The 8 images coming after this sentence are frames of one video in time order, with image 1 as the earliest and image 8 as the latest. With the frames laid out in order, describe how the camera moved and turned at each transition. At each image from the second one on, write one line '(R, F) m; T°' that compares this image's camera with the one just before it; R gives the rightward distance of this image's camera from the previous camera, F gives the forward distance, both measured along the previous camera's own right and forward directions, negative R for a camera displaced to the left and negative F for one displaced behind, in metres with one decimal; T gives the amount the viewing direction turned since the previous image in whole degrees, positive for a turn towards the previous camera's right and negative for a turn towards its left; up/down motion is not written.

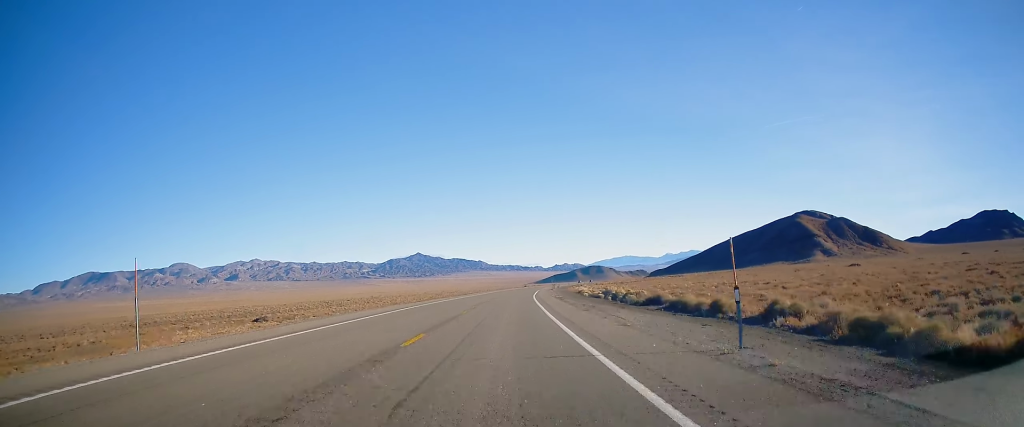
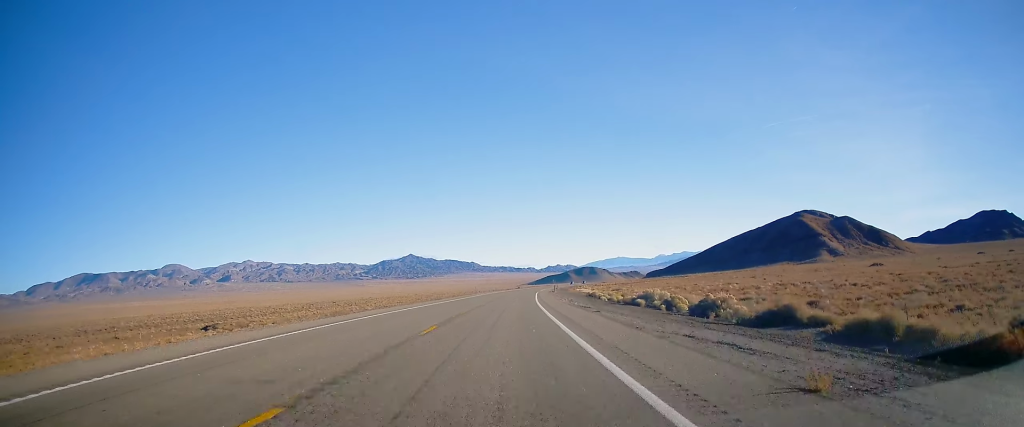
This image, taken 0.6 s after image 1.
(-0.1, +21.6) m; +1°
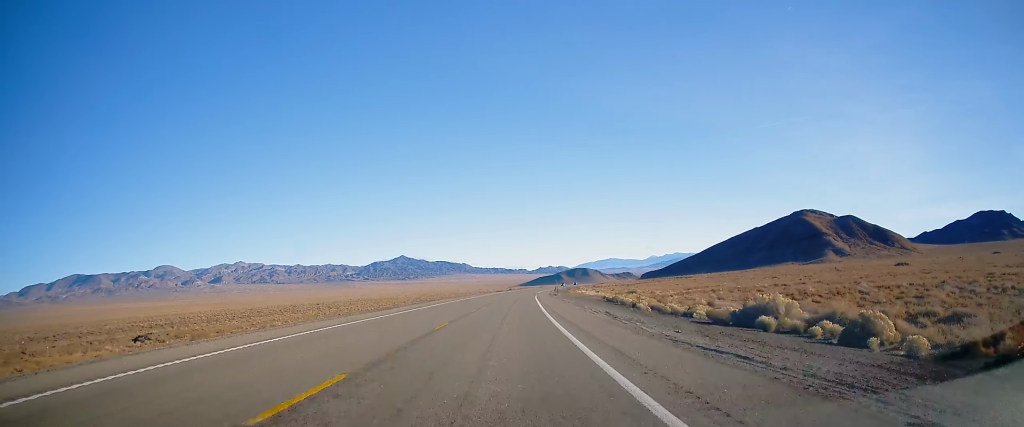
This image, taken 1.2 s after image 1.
(+0.4, +21.6) m; +1°
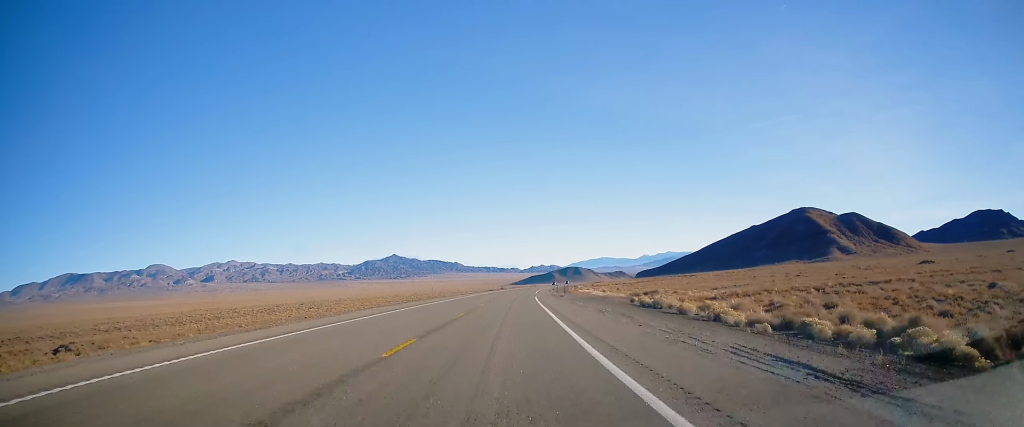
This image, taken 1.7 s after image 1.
(+0.2, +19.1) m; +1°
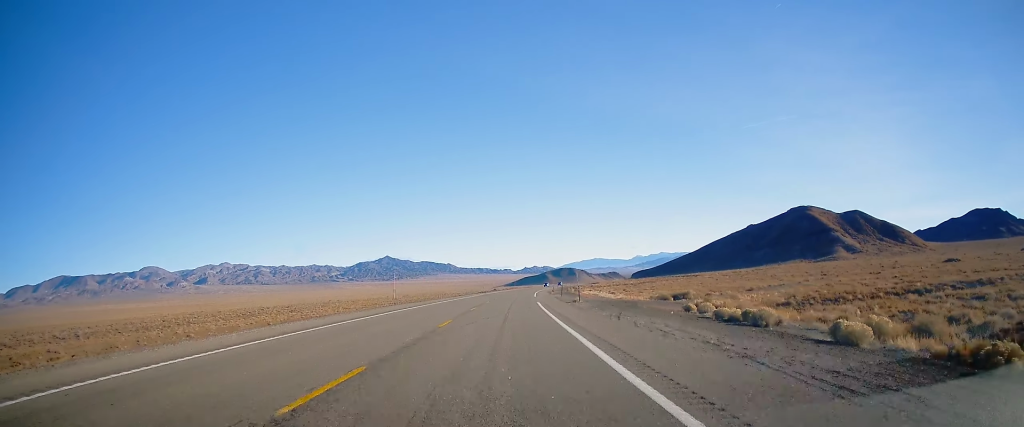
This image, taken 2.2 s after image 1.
(0.0, +16.7) m; 0°
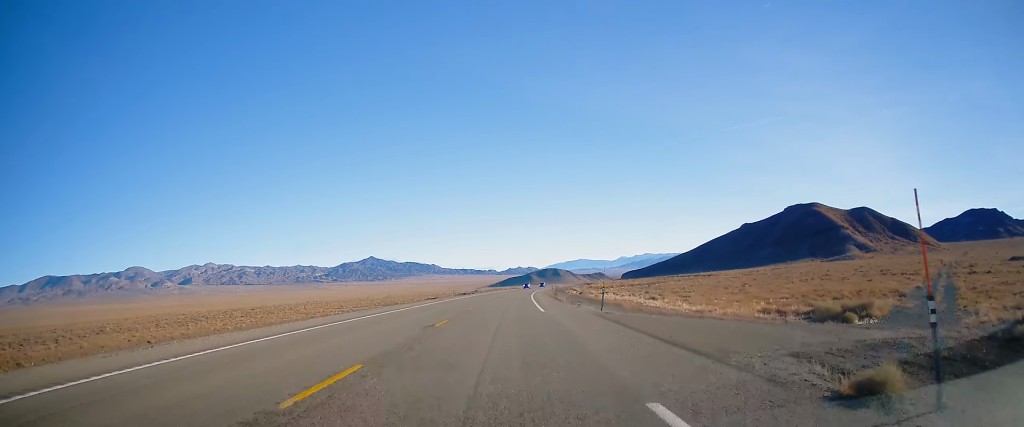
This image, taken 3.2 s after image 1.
(+0.2, +35.7) m; +1°
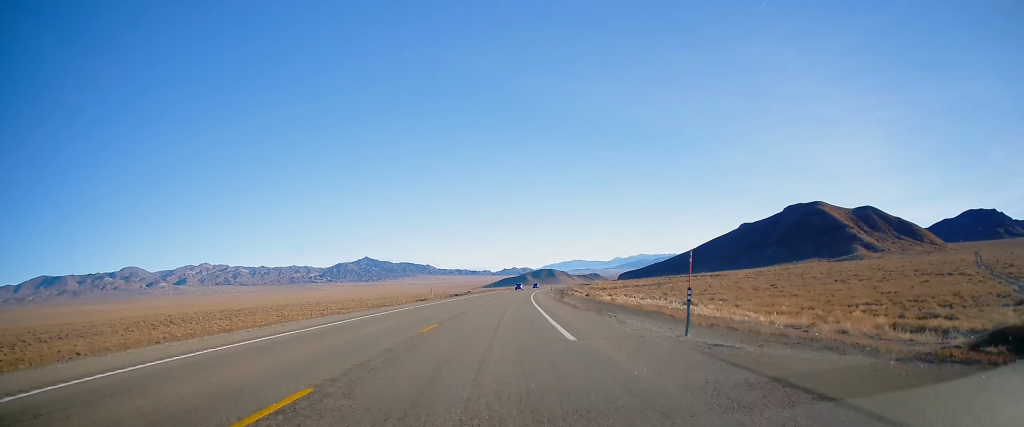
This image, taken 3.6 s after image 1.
(-0.2, +14.2) m; +1°
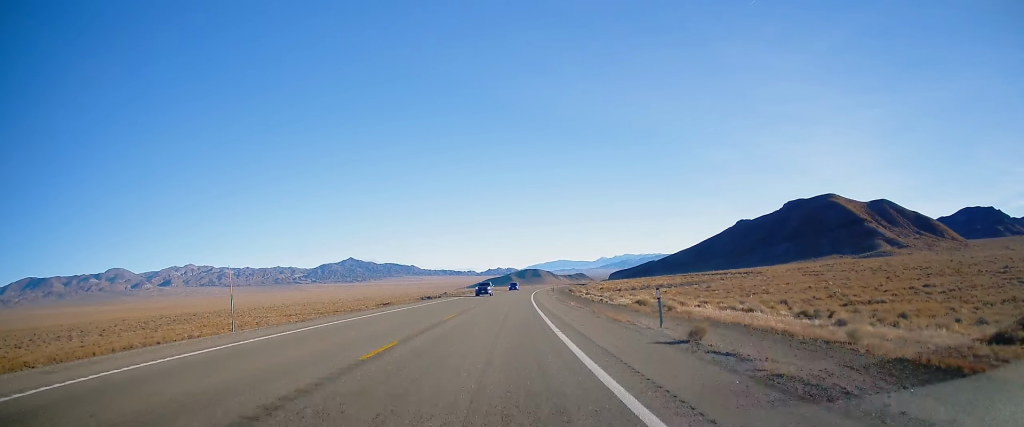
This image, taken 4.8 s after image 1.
(+1.1, +41.1) m; +2°
